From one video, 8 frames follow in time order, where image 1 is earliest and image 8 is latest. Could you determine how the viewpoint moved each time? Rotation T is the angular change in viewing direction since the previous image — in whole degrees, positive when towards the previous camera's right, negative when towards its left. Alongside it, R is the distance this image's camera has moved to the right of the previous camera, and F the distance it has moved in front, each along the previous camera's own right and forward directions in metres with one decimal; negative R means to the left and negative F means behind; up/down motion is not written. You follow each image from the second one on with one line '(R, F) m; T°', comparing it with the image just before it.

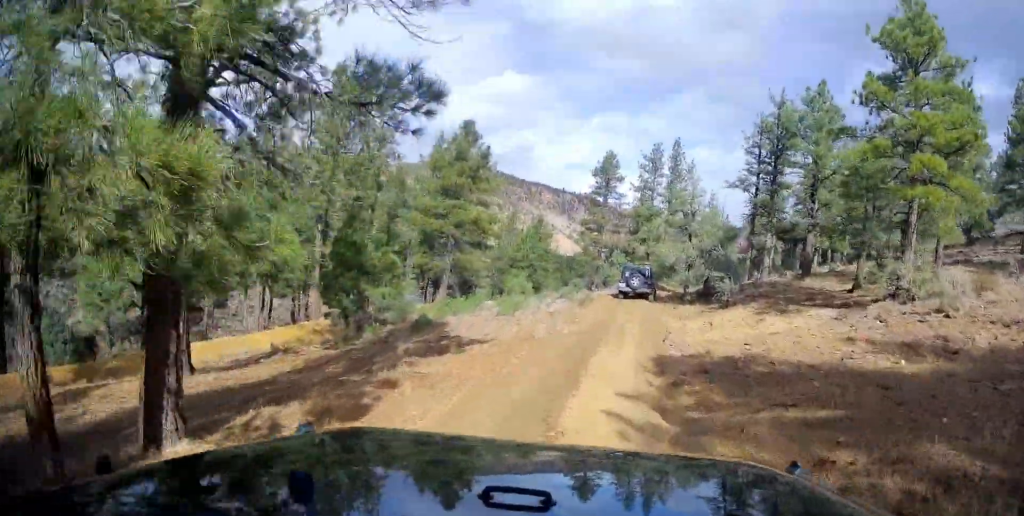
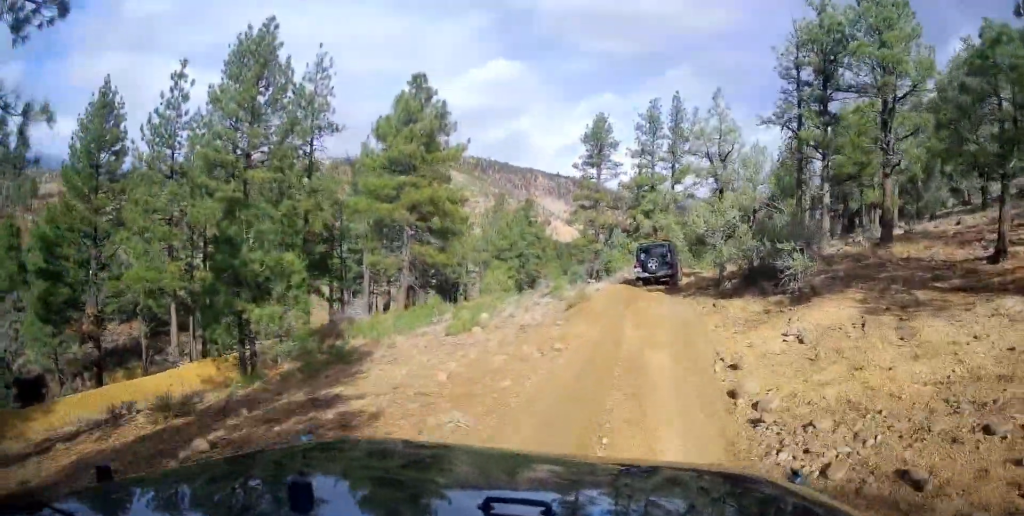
(+0.6, +9.1) m; +2°
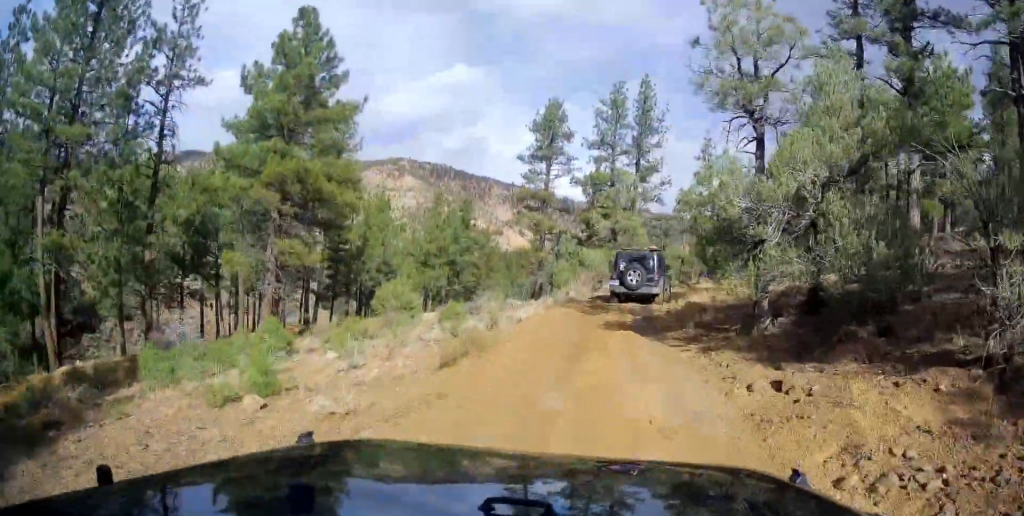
(-0.1, +10.1) m; -1°
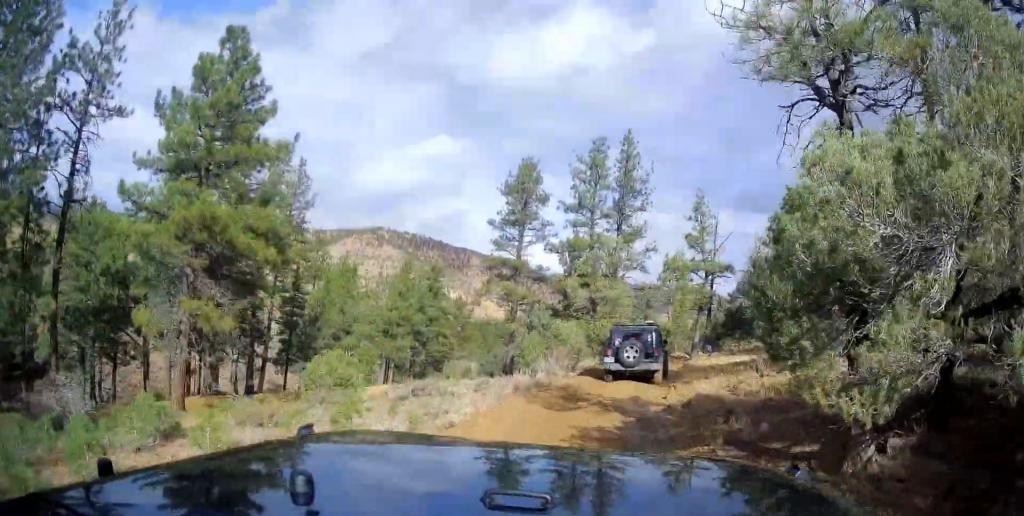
(+0.1, +5.4) m; -2°
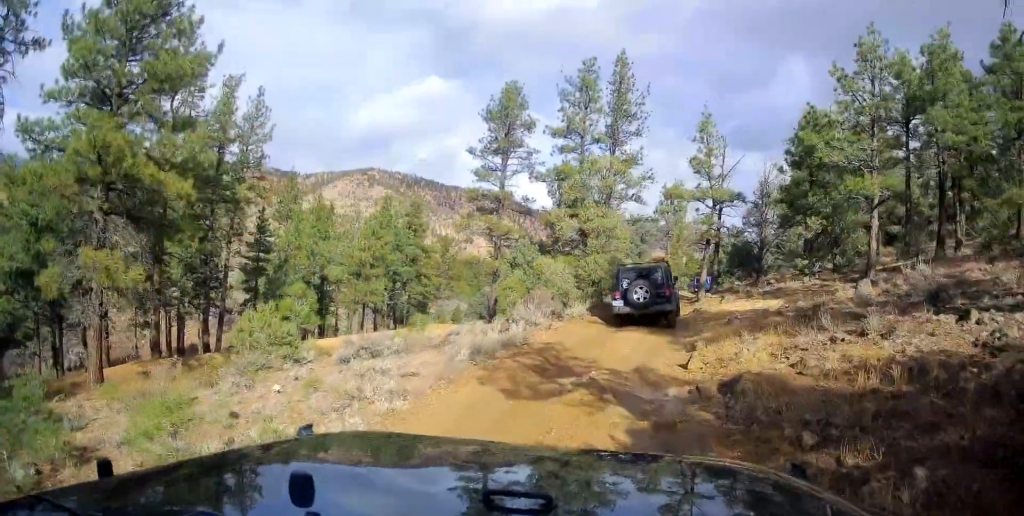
(-0.6, +5.2) m; -1°
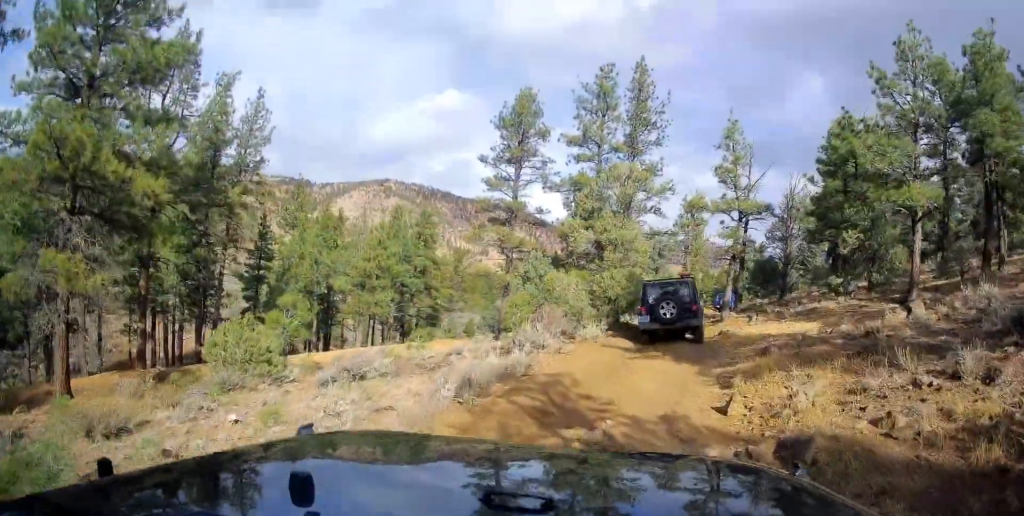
(+0.3, +2.4) m; +4°
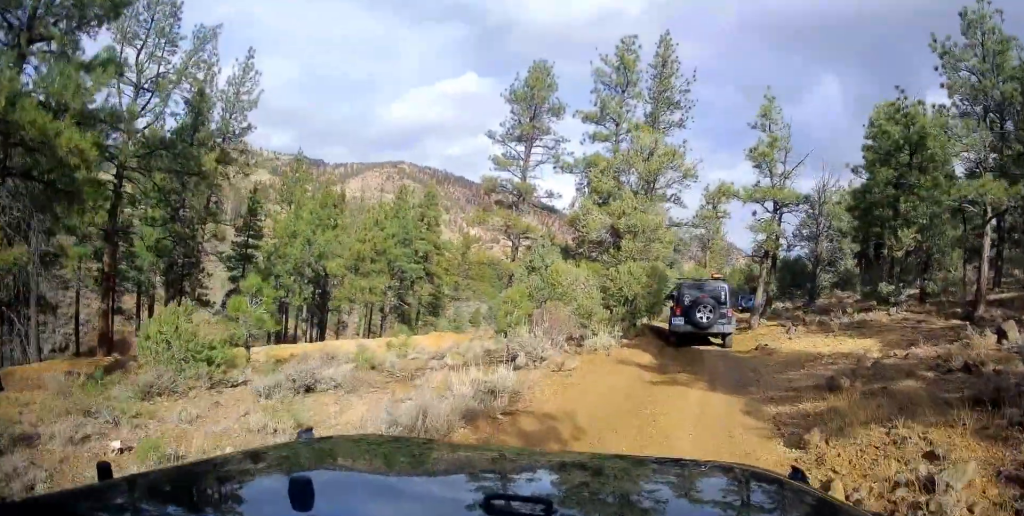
(+0.3, +4.0) m; +5°
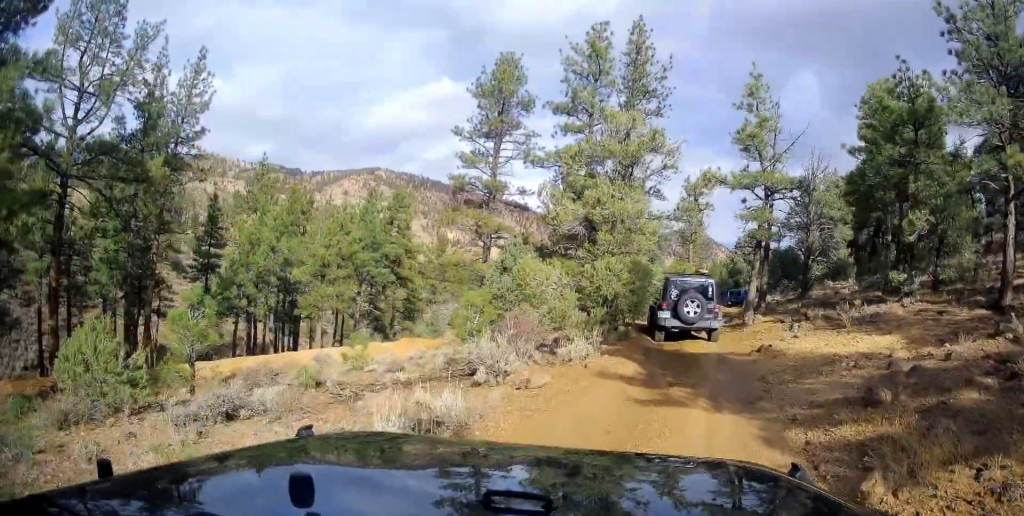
(0.0, +2.5) m; +1°
